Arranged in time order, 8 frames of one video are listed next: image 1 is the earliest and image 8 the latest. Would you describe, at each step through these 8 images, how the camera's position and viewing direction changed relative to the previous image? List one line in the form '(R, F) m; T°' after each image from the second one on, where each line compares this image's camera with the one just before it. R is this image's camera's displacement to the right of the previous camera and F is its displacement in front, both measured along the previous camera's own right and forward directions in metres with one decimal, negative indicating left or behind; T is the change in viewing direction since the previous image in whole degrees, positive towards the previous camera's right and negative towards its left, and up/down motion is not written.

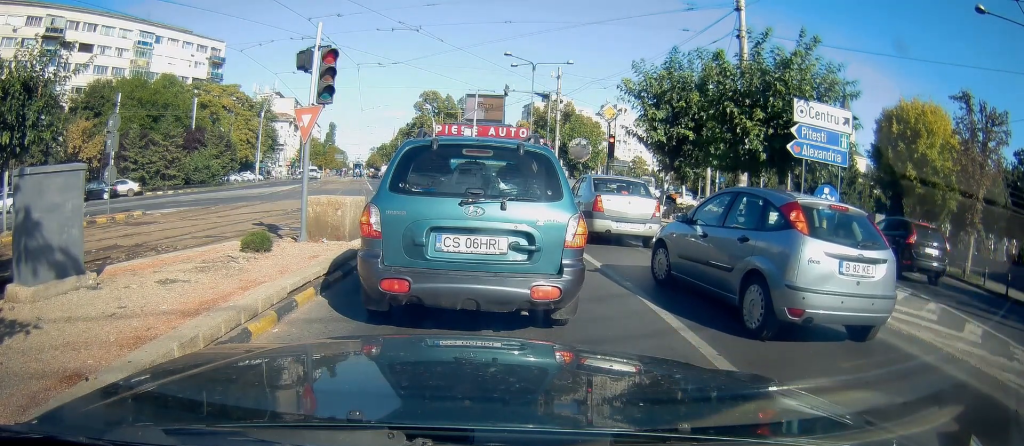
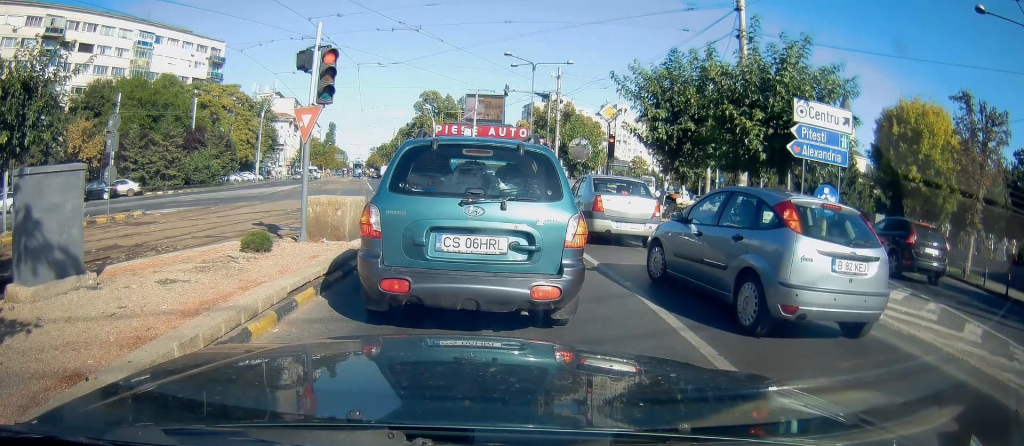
(0.0, 0.0) m; 0°
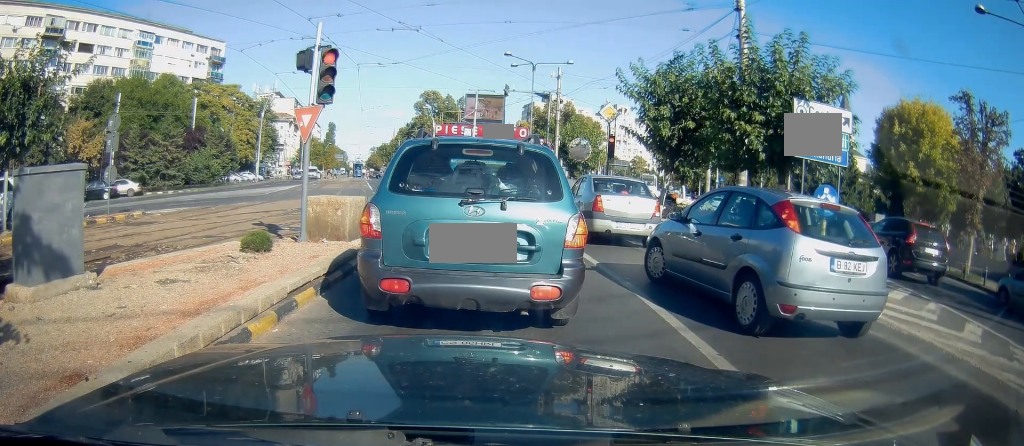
(0.0, 0.0) m; 0°
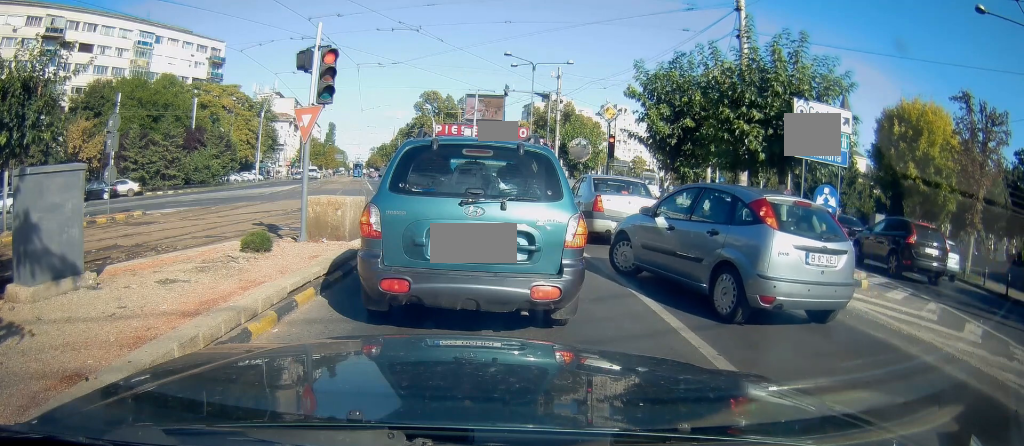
(0.0, 0.0) m; 0°
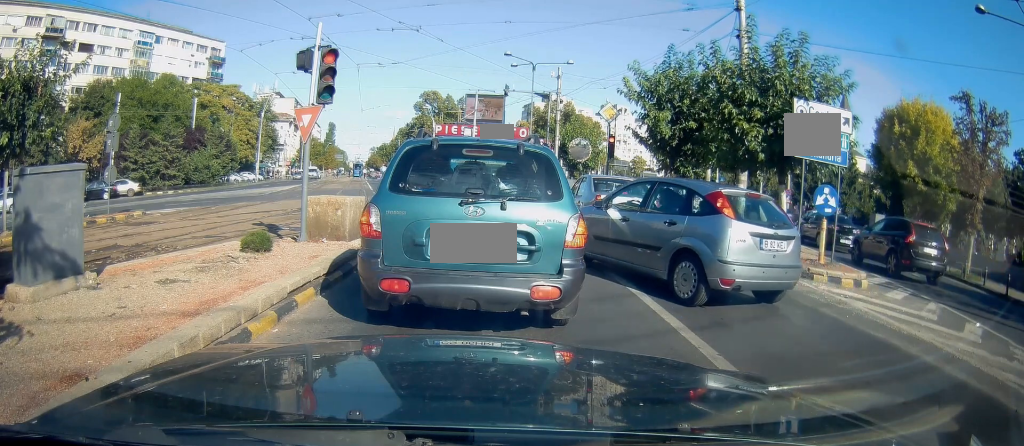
(0.0, 0.0) m; 0°
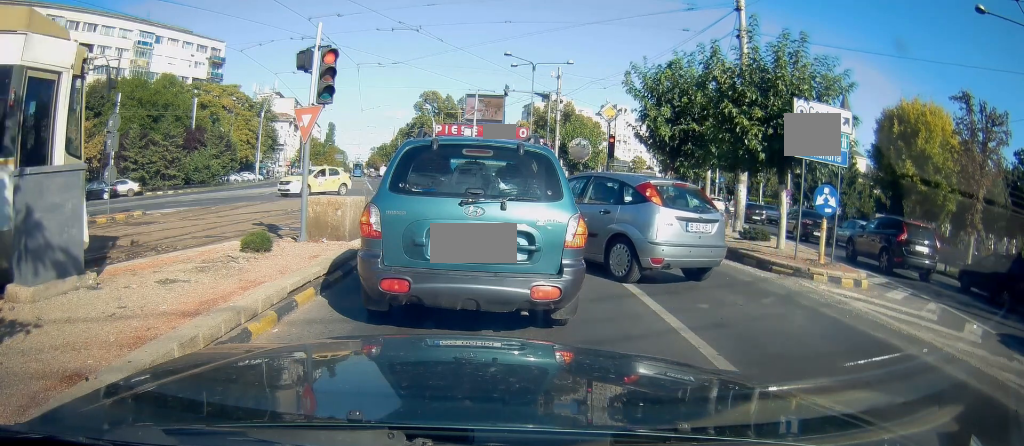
(0.0, 0.0) m; 0°
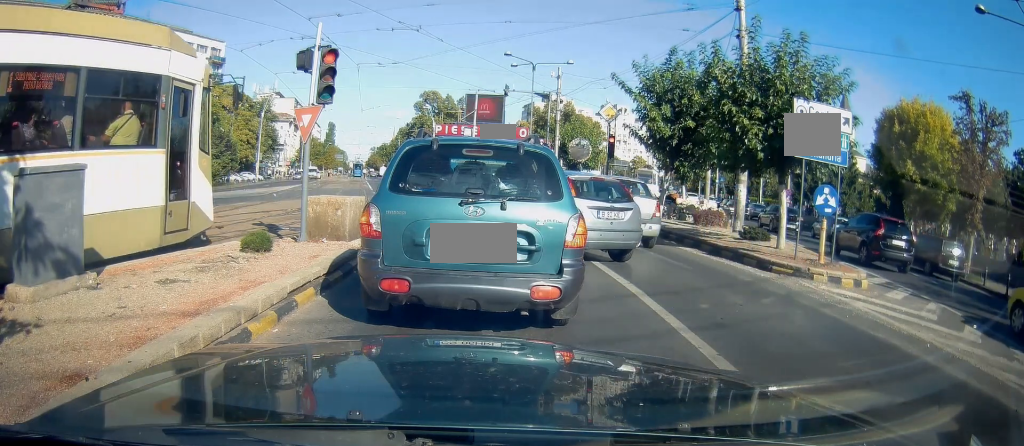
(0.0, 0.0) m; 0°
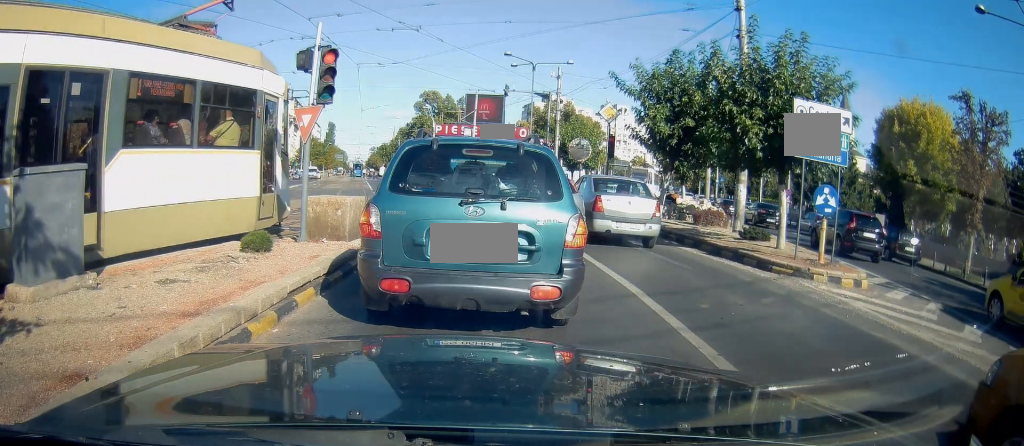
(0.0, 0.0) m; 0°
